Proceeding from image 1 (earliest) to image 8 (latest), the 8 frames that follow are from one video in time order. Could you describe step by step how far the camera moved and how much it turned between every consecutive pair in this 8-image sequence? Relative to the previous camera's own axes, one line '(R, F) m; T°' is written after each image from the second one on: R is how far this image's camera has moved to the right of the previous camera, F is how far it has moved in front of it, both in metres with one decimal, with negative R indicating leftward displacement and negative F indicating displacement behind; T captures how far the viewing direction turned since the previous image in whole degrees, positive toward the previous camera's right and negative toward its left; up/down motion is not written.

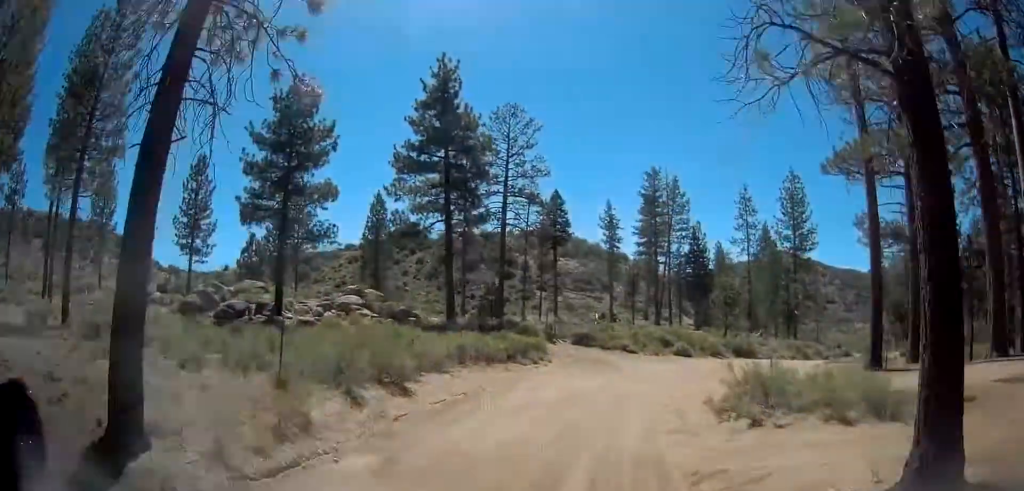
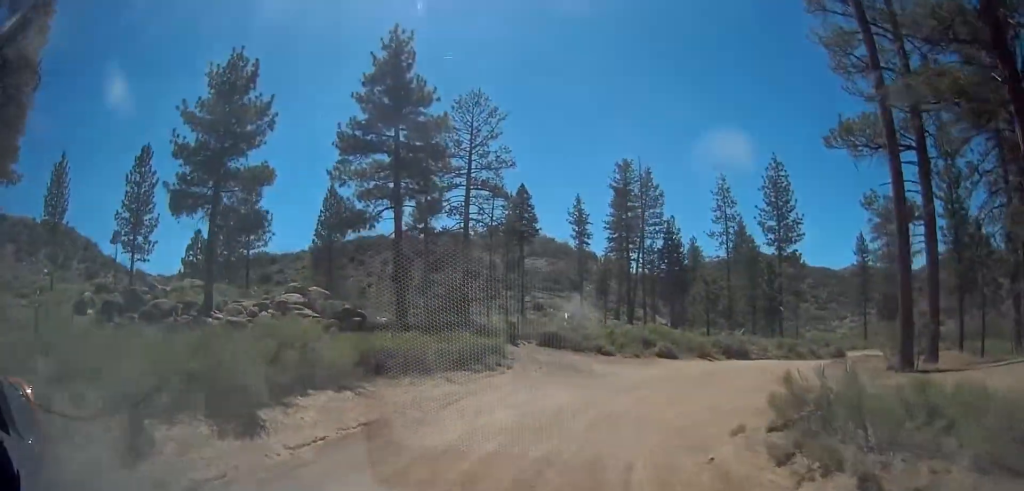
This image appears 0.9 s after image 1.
(+0.2, +5.6) m; +4°
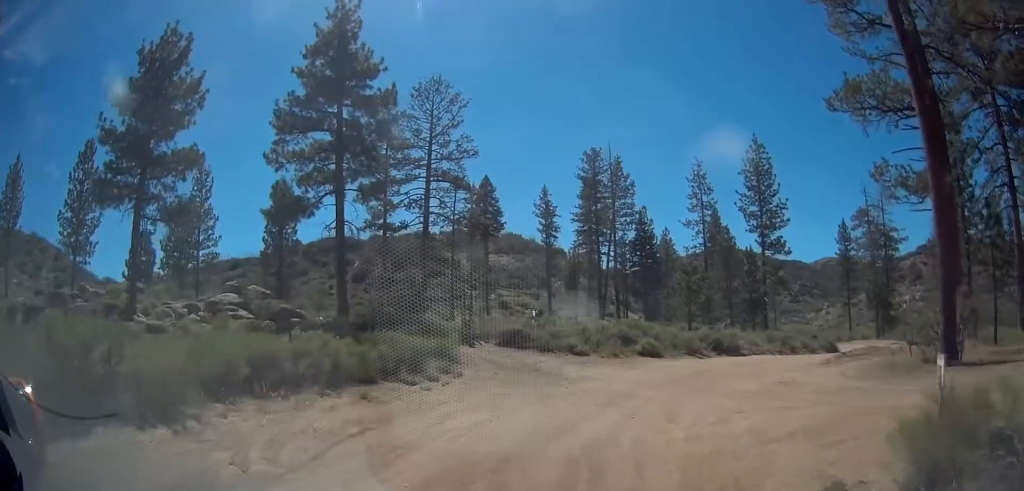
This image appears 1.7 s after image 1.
(+0.2, +5.2) m; +5°
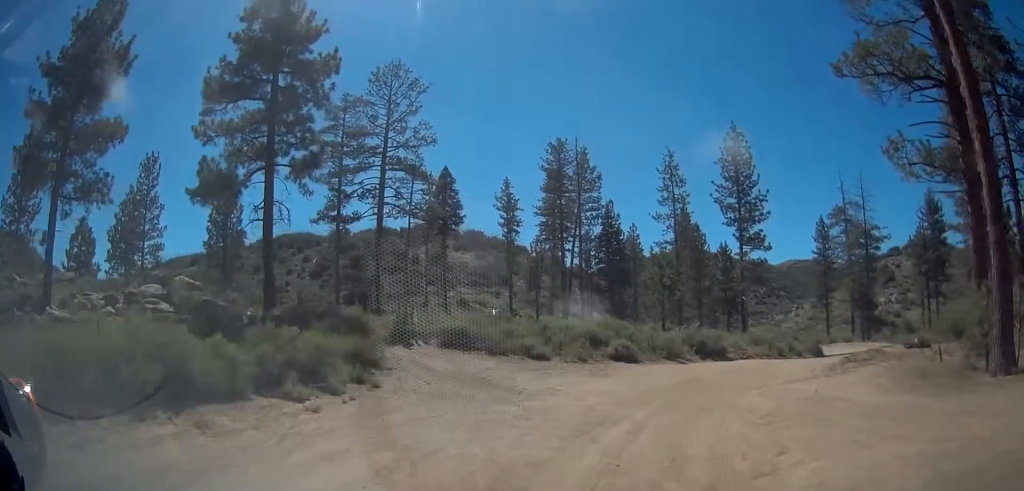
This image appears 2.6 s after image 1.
(+0.2, +5.2) m; +6°
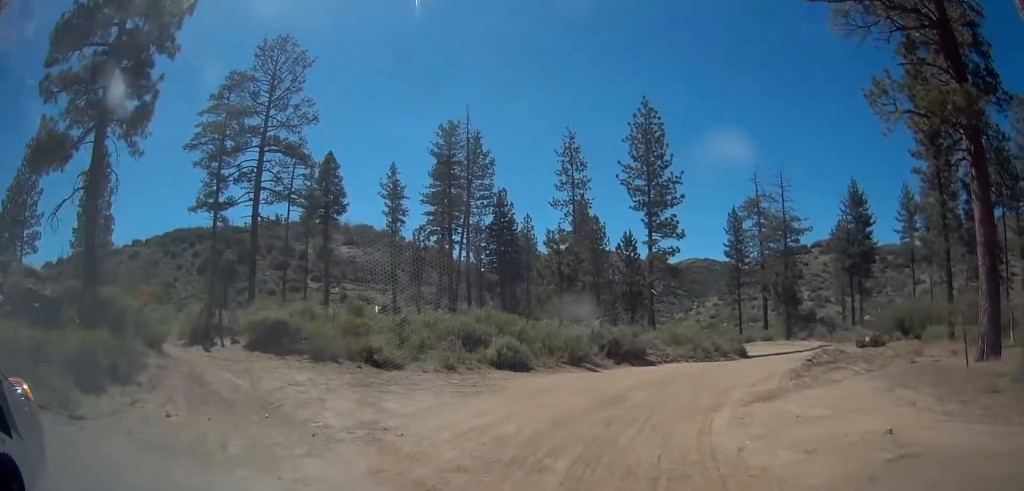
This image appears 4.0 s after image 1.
(+0.6, +7.3) m; +6°
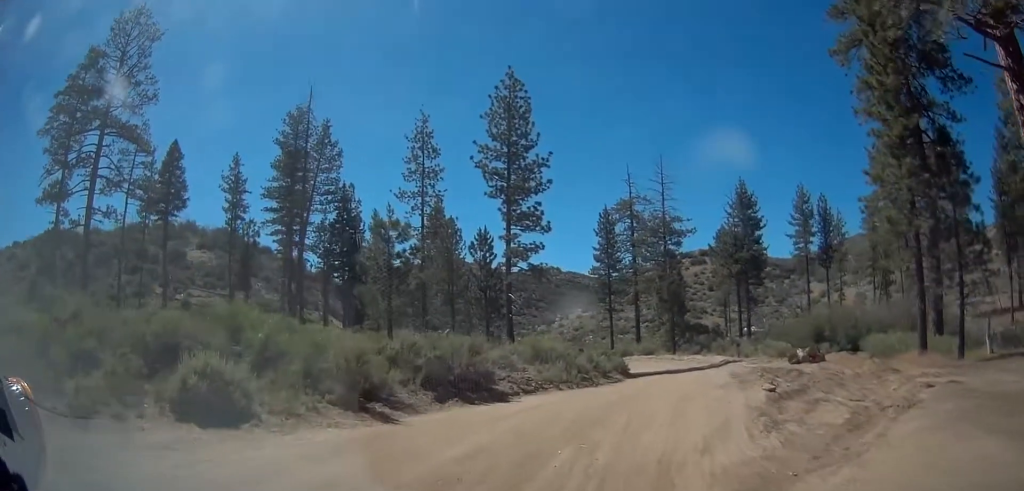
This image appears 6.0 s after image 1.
(+0.8, +9.3) m; +12°
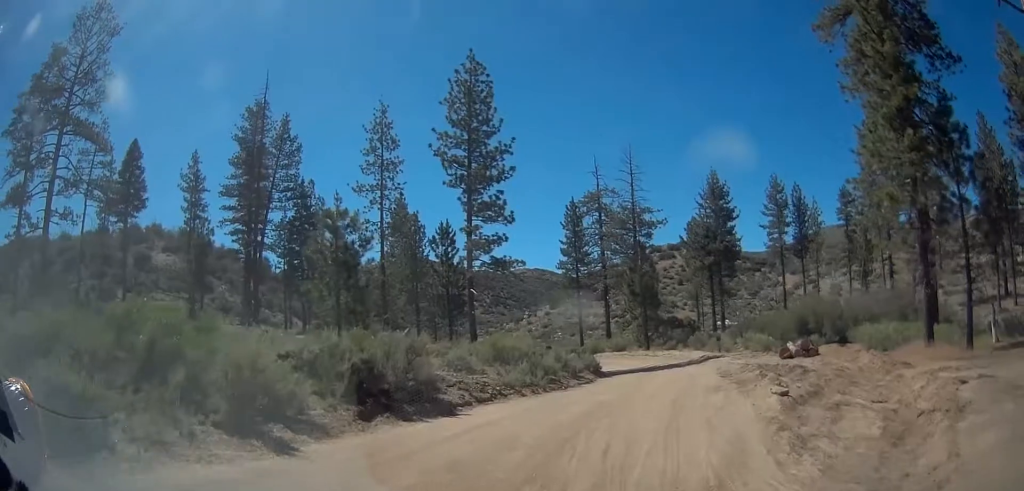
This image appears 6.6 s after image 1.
(+0.1, +2.8) m; +6°
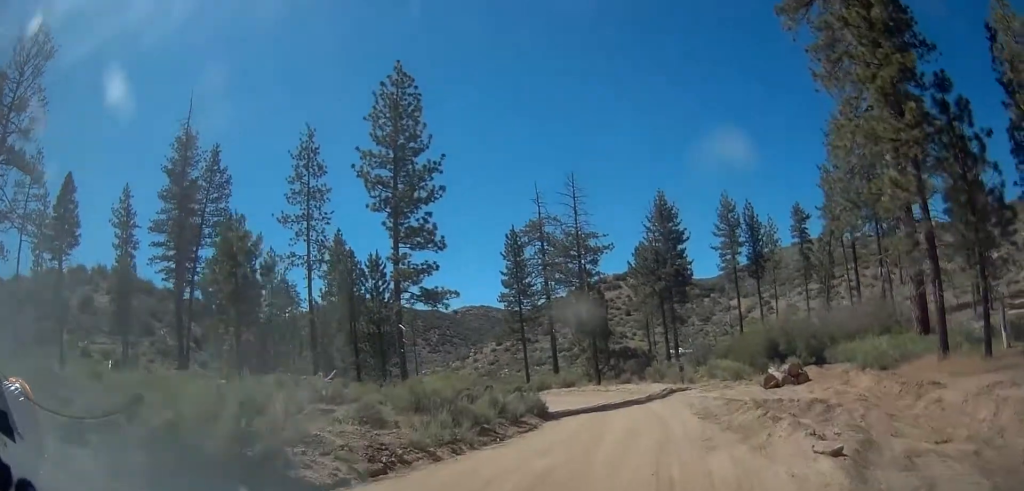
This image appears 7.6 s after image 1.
(+0.3, +4.3) m; +10°
